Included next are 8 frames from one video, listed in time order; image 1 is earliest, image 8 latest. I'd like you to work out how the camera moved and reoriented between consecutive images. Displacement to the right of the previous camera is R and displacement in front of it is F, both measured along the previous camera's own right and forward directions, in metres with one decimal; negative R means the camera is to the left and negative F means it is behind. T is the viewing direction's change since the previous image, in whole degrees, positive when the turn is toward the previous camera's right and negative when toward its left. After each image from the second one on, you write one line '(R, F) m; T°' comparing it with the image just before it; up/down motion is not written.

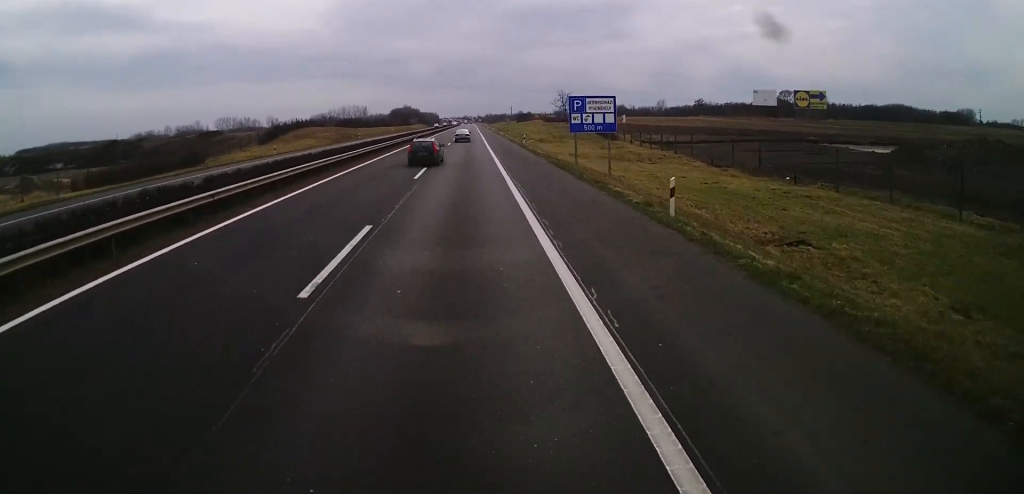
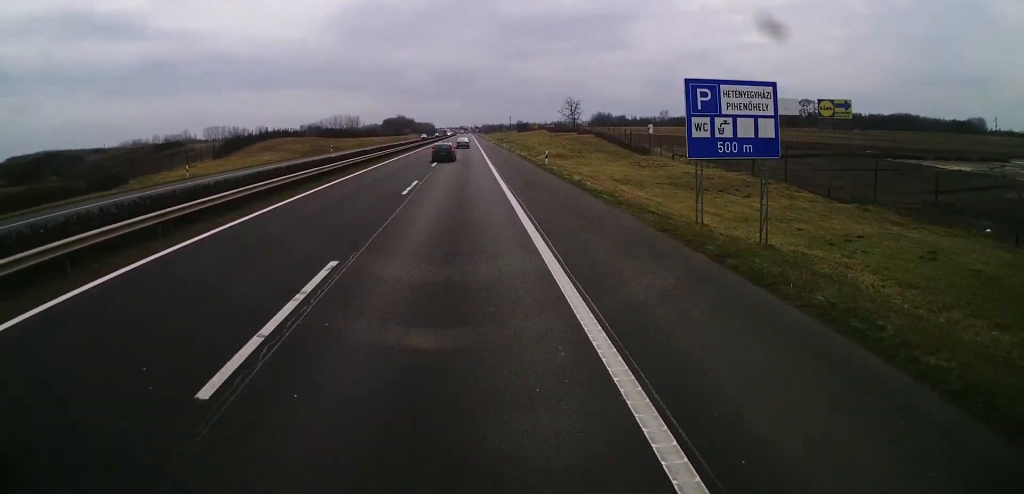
(0.0, +21.6) m; 0°
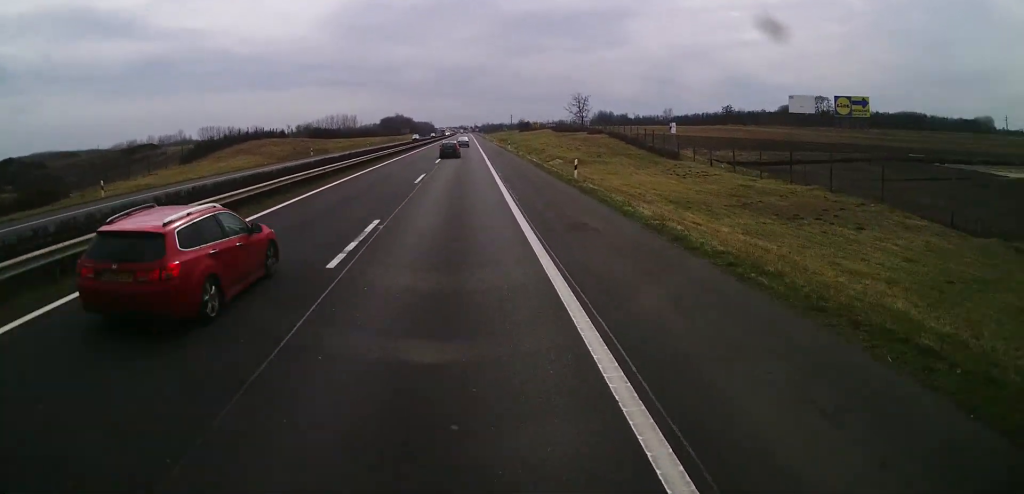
(0.0, +12.3) m; 0°
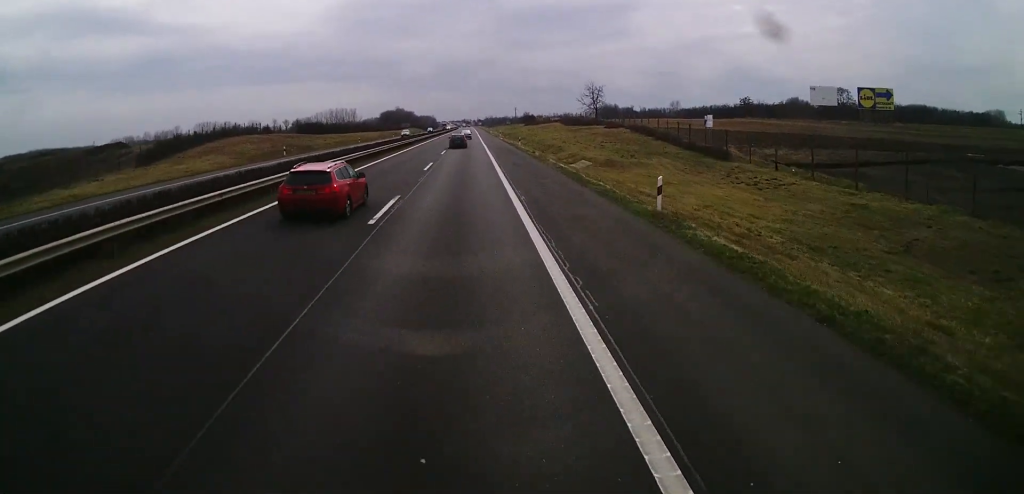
(-0.1, +13.9) m; 0°
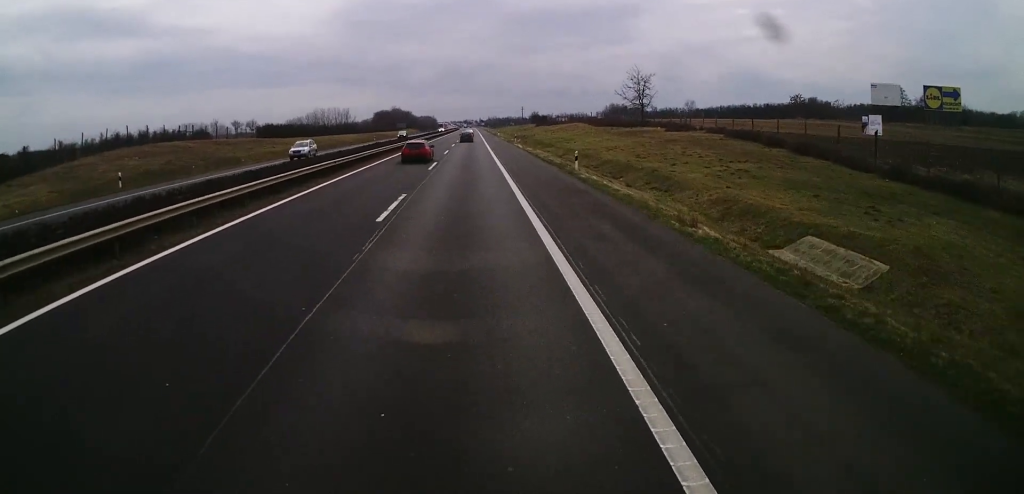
(+0.1, +36.1) m; +1°
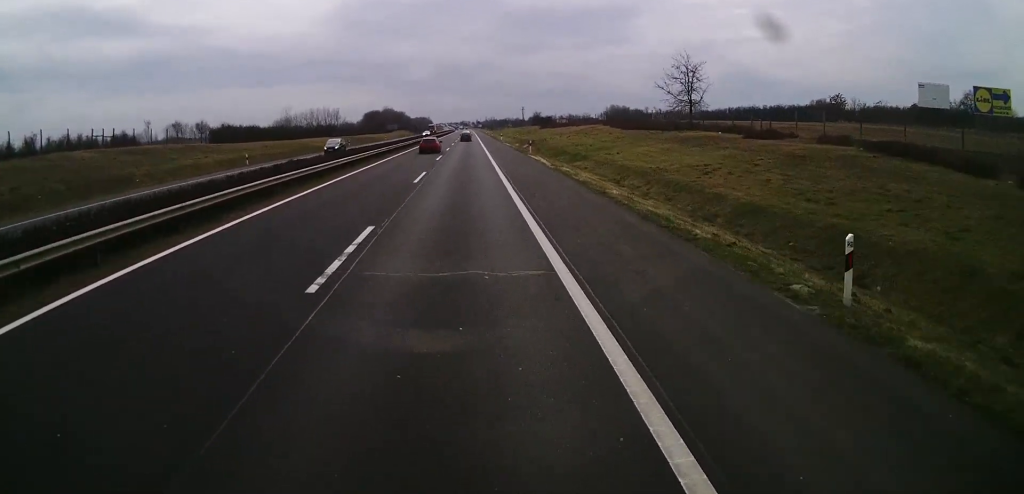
(+0.2, +24.6) m; +1°
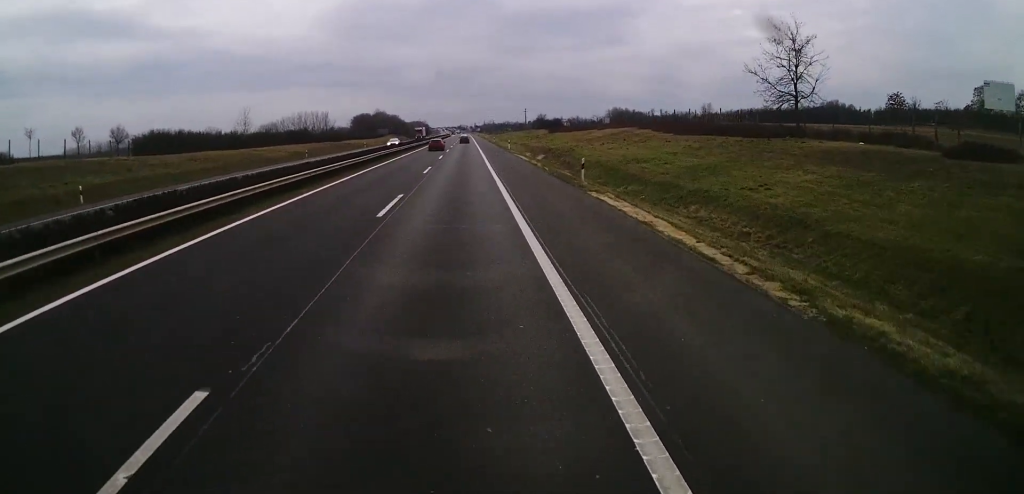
(-0.1, +27.7) m; -1°
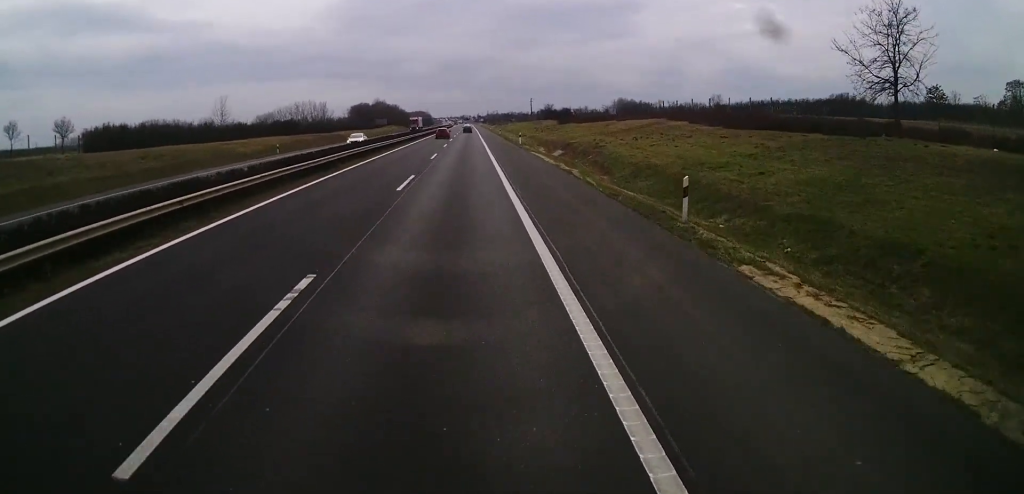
(-0.1, +13.9) m; 0°
